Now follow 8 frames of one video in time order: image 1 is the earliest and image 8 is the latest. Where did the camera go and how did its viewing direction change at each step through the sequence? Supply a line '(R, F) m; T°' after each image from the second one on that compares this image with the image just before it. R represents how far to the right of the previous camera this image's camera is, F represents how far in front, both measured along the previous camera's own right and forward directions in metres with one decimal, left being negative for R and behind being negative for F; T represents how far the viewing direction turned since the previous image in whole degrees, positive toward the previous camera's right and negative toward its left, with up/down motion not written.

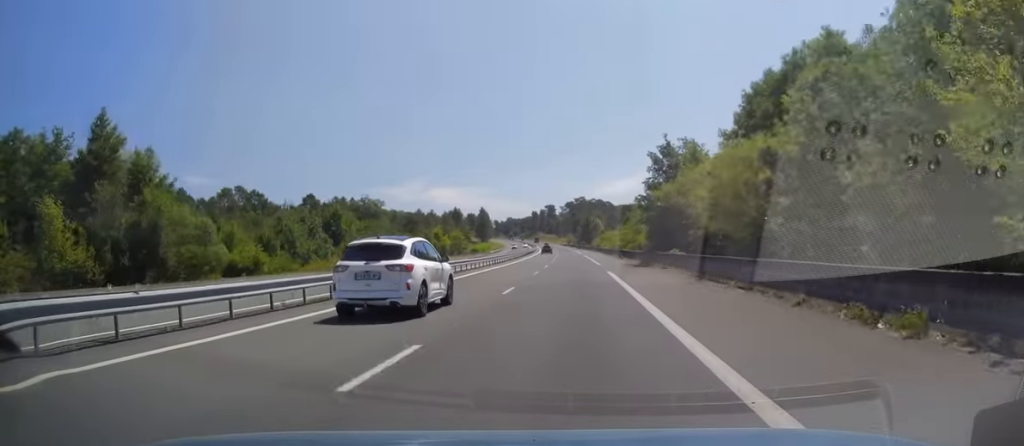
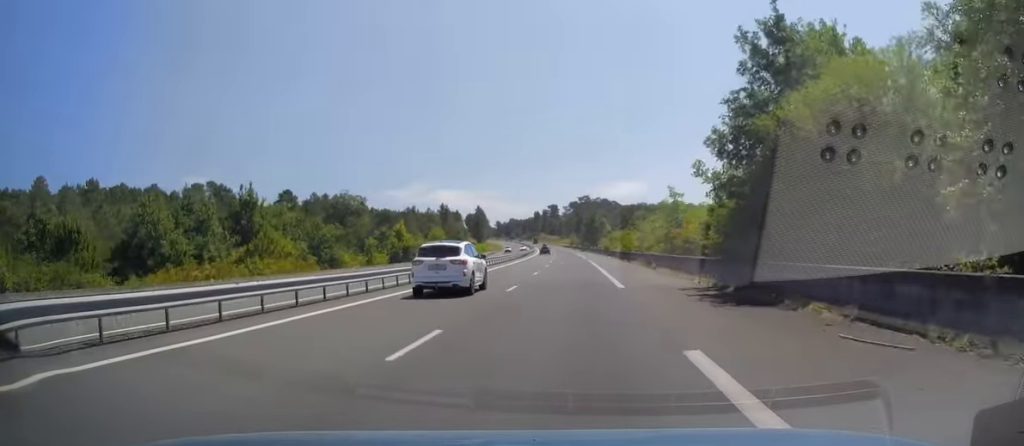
(-0.2, +24.3) m; -1°
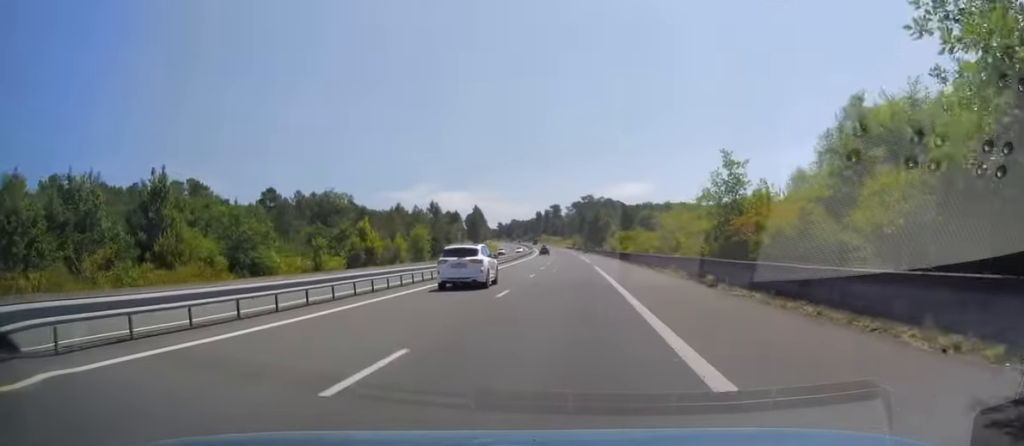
(0.0, +15.1) m; 0°
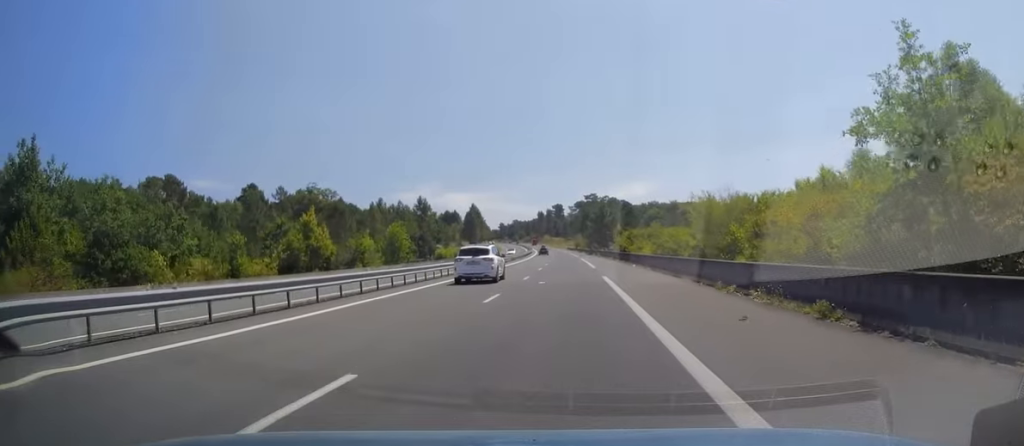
(0.0, +15.1) m; 0°
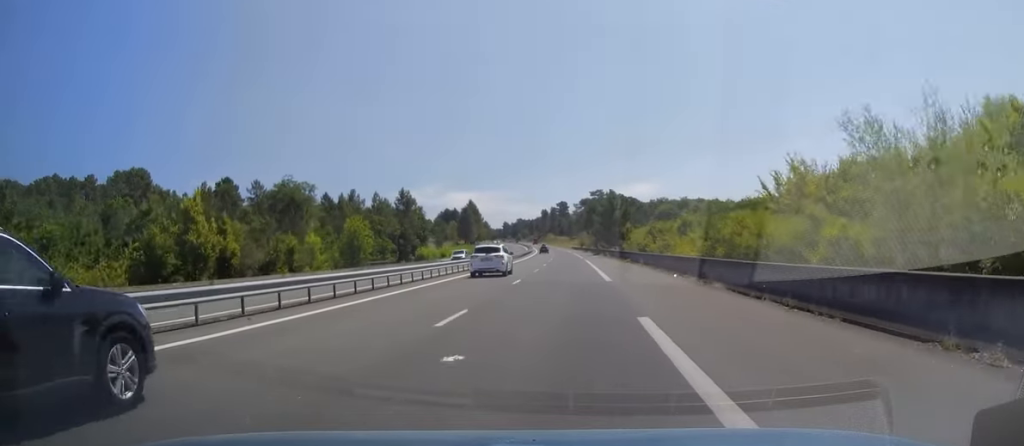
(+0.1, +18.5) m; -1°
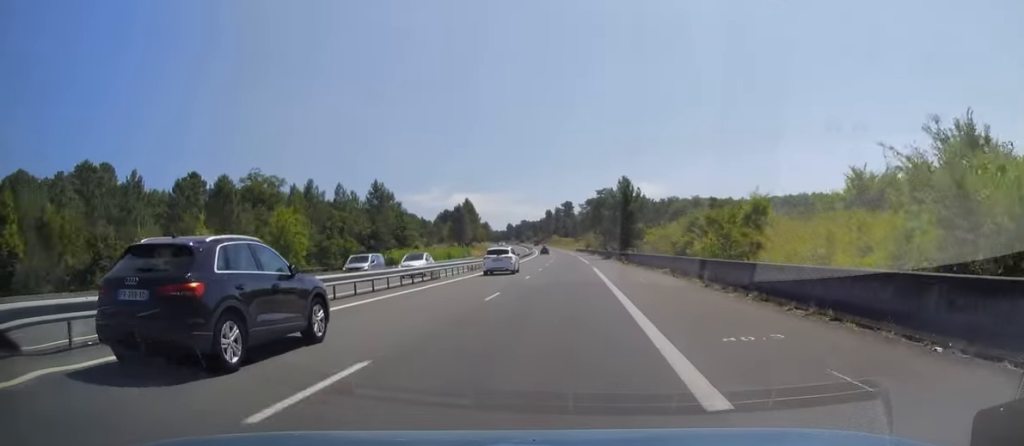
(-0.2, +20.0) m; -1°
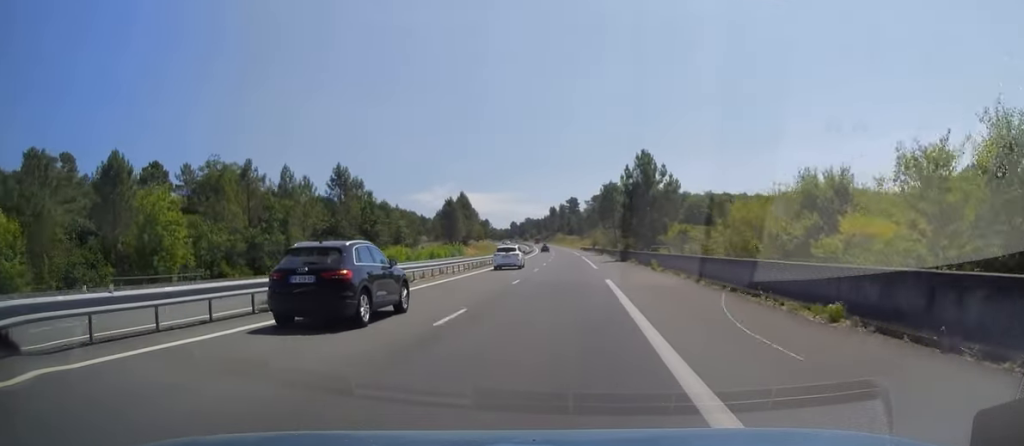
(-0.2, +19.4) m; 0°
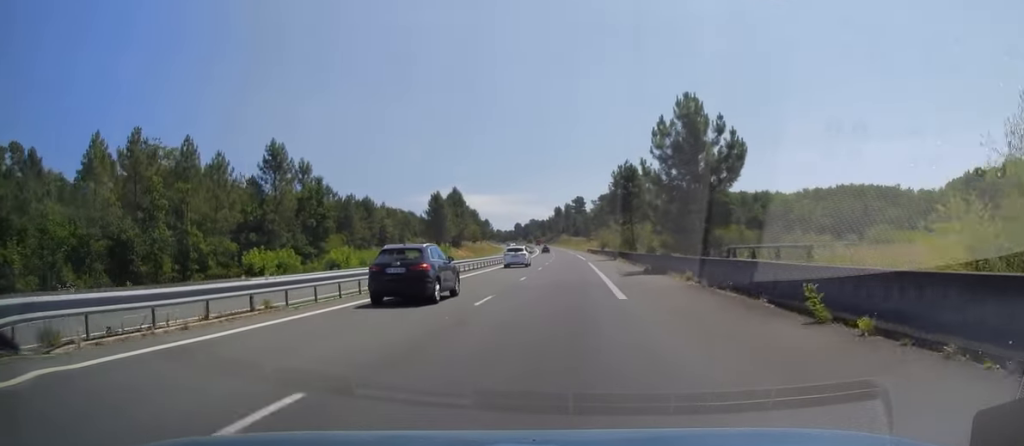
(0.0, +21.9) m; 0°
